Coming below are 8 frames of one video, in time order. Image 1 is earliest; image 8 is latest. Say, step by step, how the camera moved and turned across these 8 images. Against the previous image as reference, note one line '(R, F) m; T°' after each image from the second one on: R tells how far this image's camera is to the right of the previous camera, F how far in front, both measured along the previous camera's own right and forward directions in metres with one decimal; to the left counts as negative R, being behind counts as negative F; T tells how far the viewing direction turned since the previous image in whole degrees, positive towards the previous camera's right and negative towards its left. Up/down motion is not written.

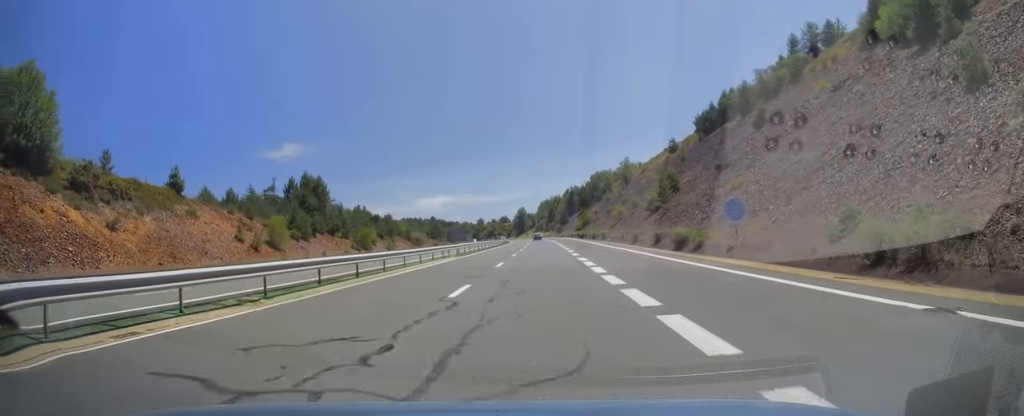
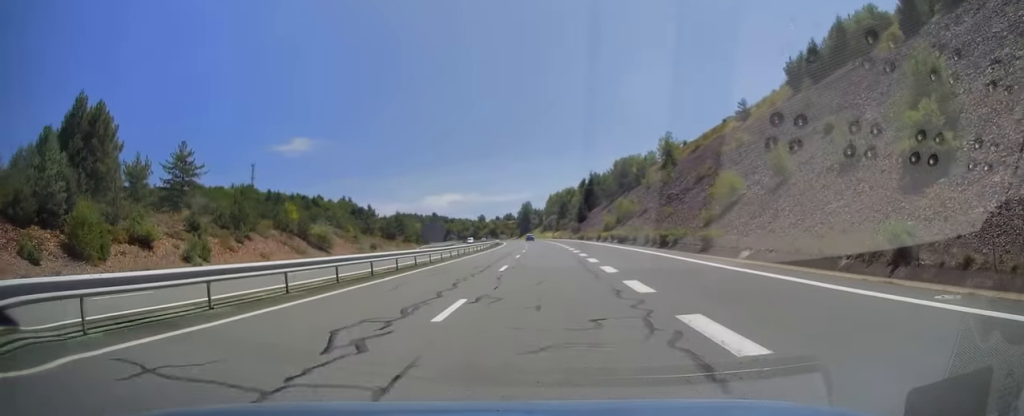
(+0.5, +55.4) m; +1°
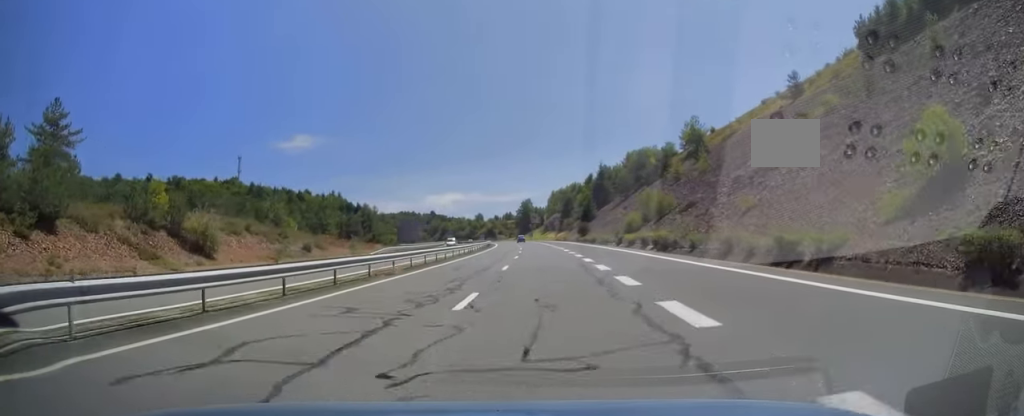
(+0.1, +24.6) m; 0°
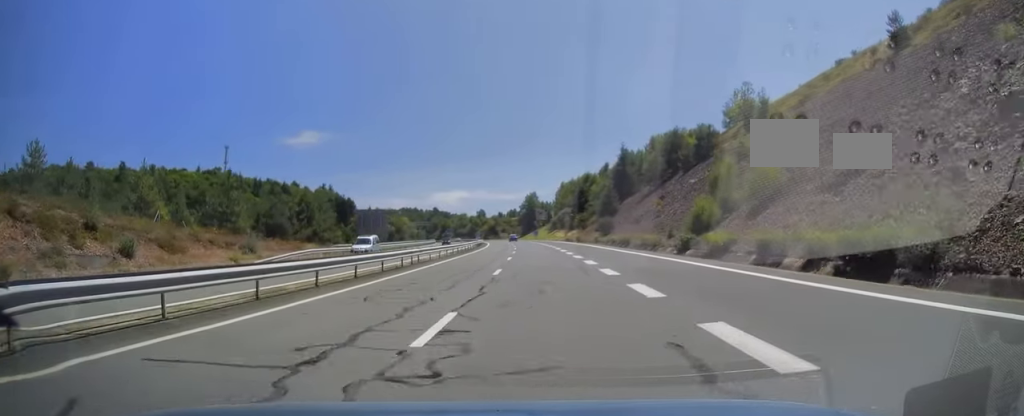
(-0.3, +29.4) m; -1°
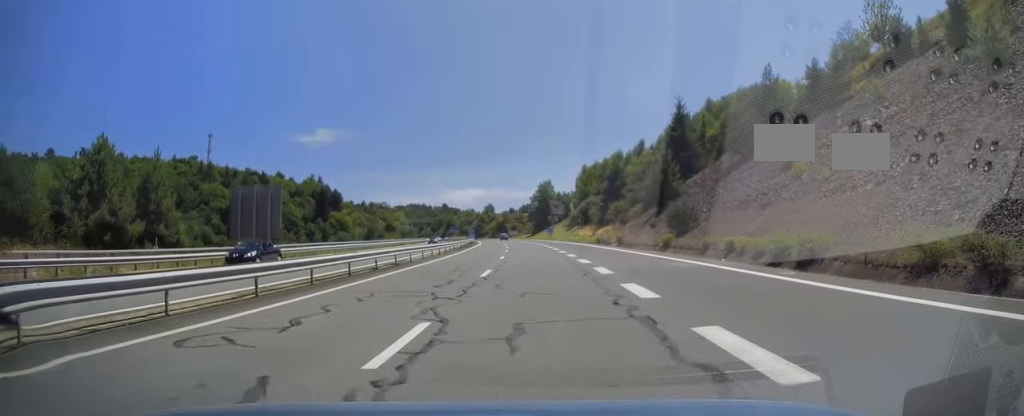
(-0.4, +40.2) m; -1°
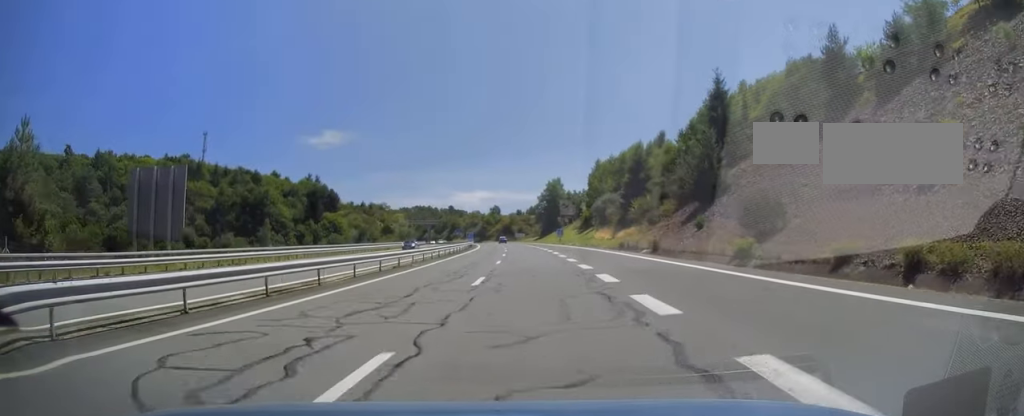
(-0.2, +15.2) m; 0°
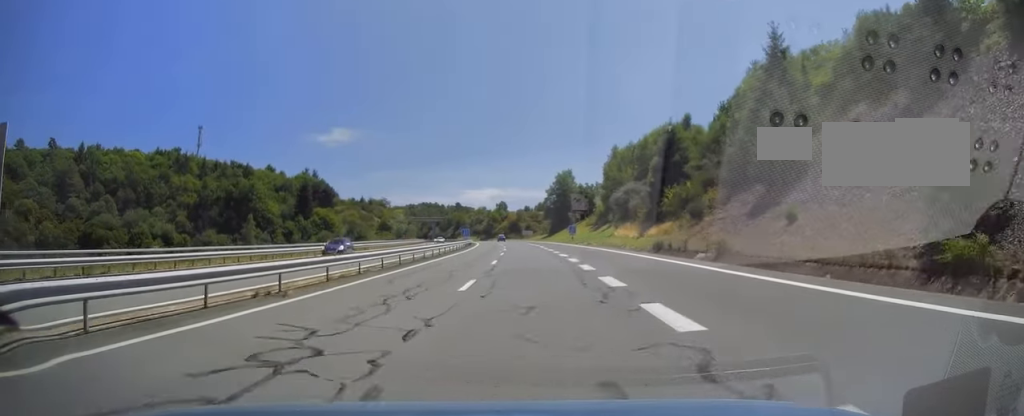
(+0.1, +15.2) m; -1°
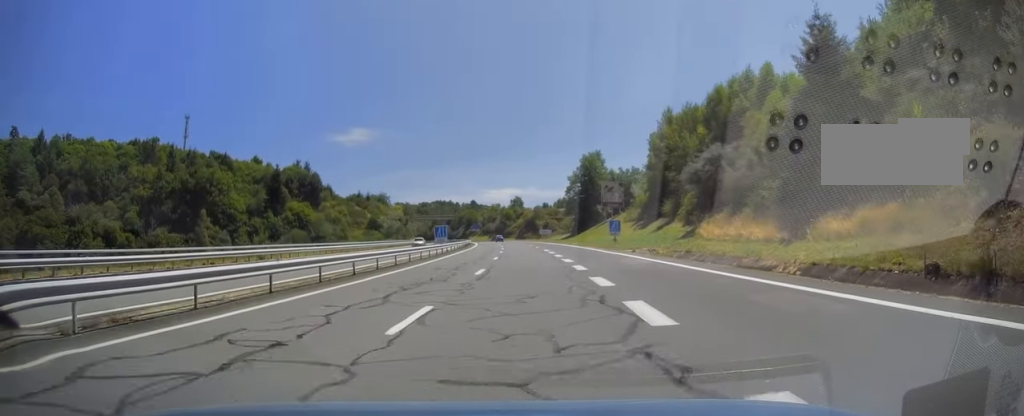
(-0.5, +32.4) m; -1°
